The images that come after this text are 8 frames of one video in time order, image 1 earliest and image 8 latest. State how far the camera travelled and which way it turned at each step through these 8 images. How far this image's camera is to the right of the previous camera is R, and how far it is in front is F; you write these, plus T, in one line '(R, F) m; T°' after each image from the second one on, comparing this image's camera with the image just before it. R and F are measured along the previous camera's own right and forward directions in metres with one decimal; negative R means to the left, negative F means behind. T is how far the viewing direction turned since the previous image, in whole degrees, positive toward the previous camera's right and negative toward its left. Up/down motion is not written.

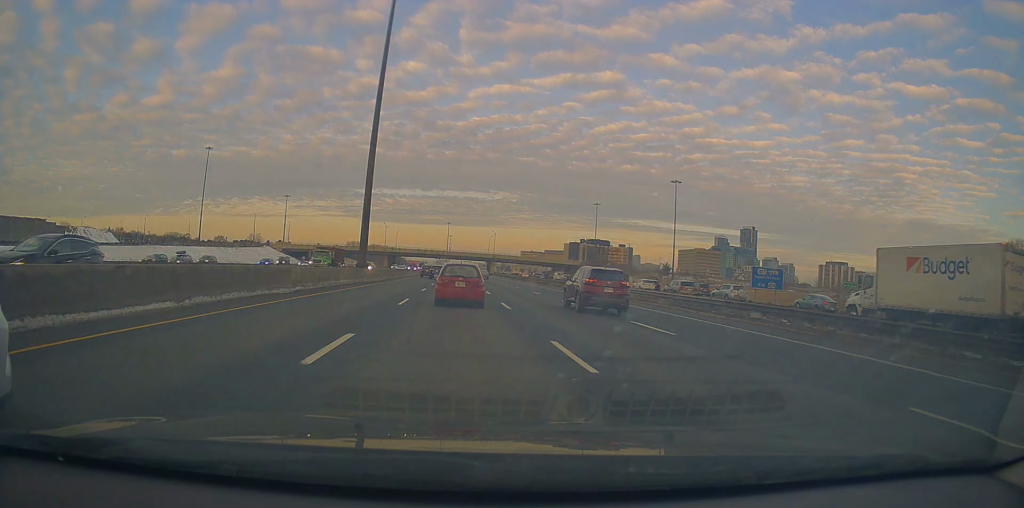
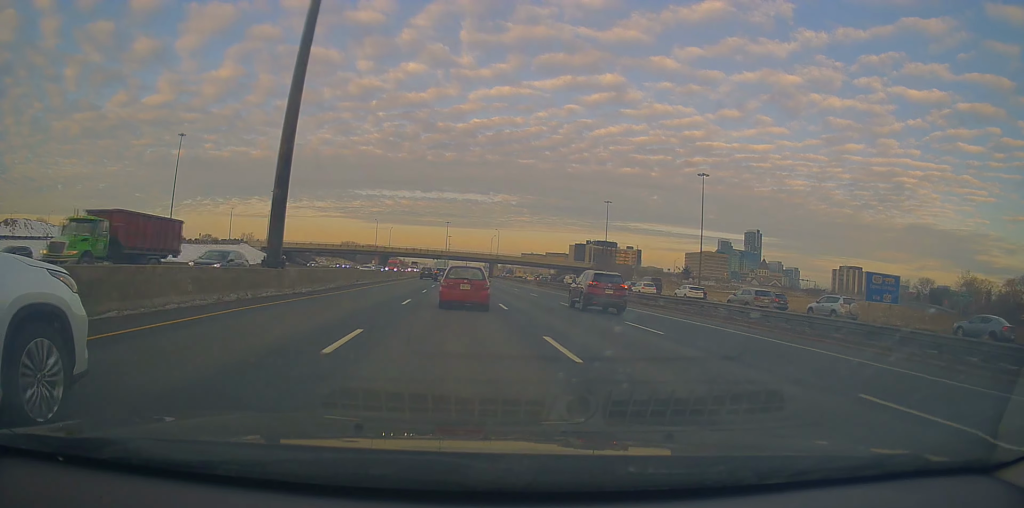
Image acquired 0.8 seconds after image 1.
(+0.2, +22.9) m; +1°
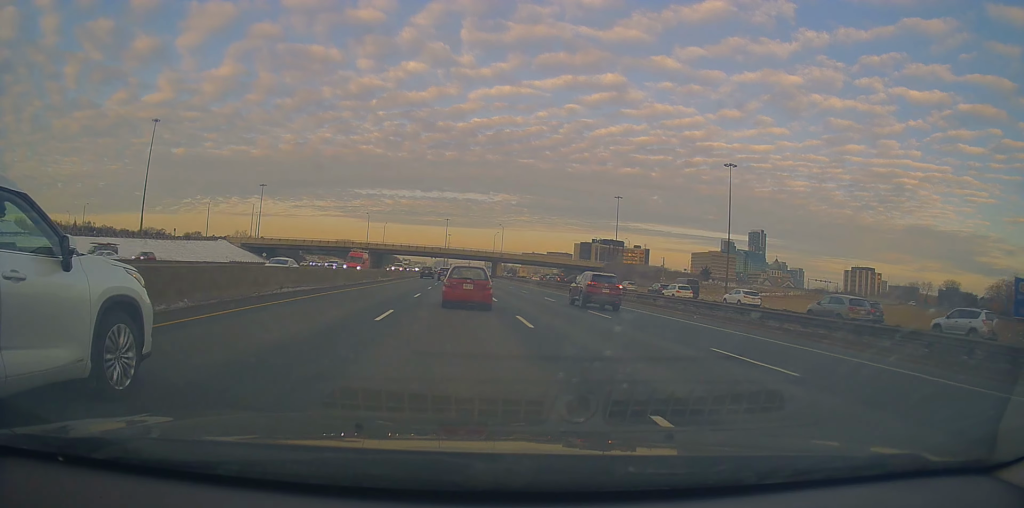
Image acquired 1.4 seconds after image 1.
(0.0, +18.4) m; 0°
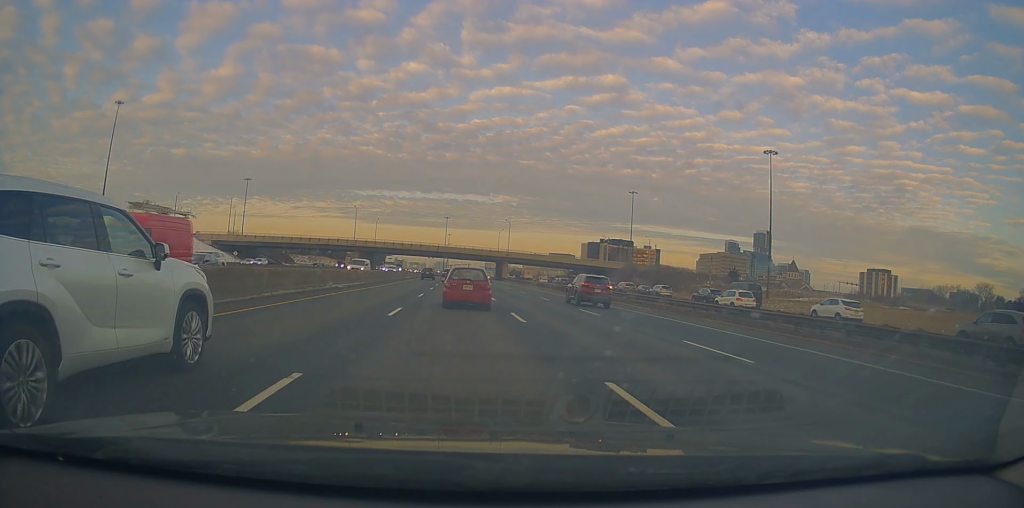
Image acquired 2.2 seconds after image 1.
(0.0, +22.0) m; 0°
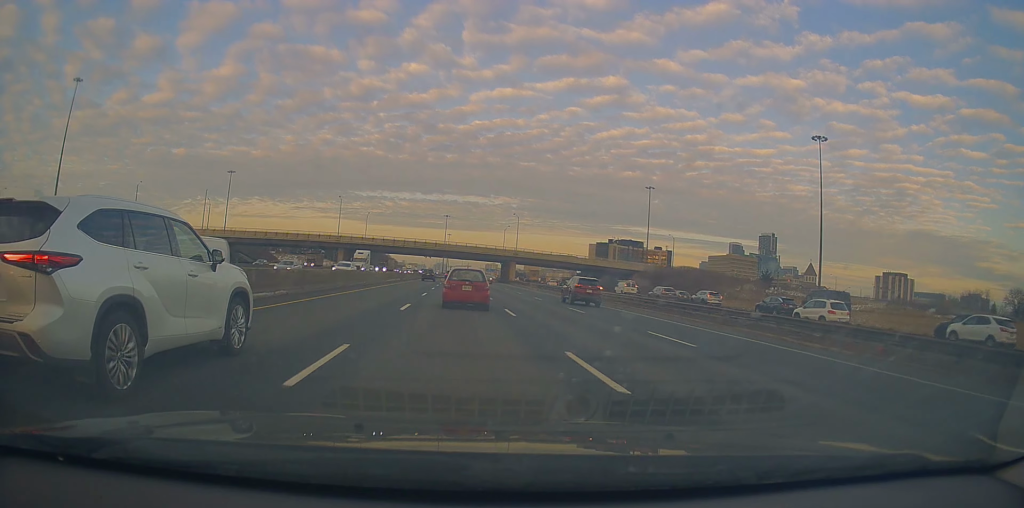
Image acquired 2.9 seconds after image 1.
(0.0, +21.0) m; 0°
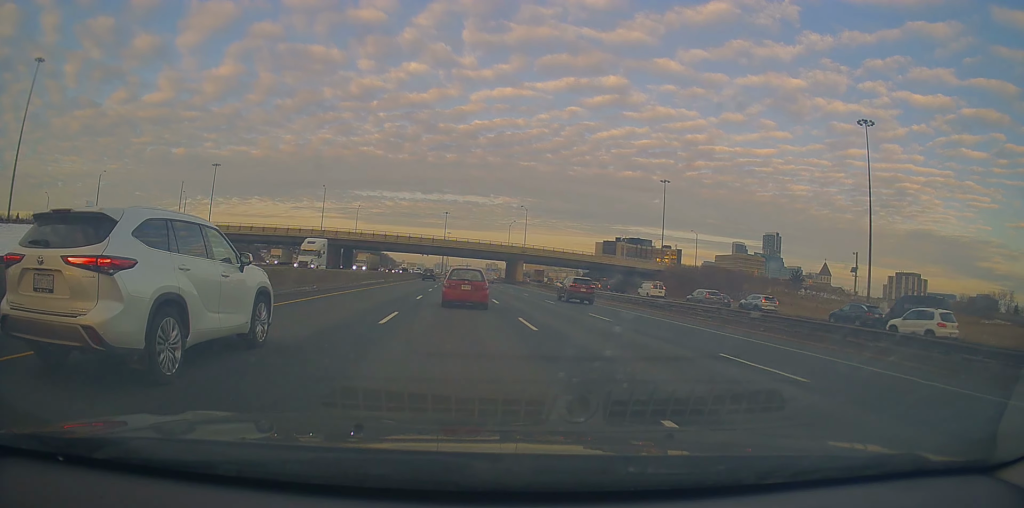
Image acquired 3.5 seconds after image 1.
(+0.1, +16.2) m; -1°
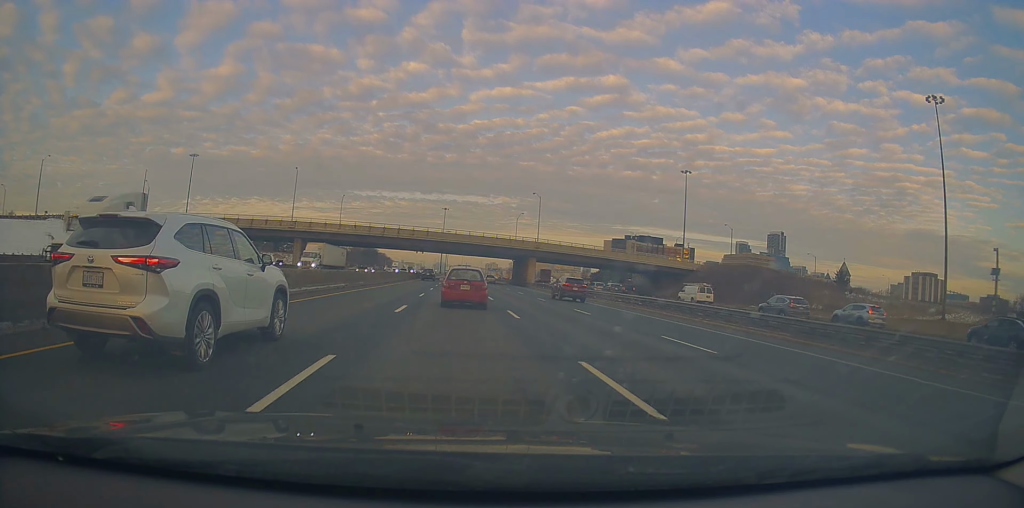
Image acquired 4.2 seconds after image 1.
(-0.3, +20.2) m; 0°
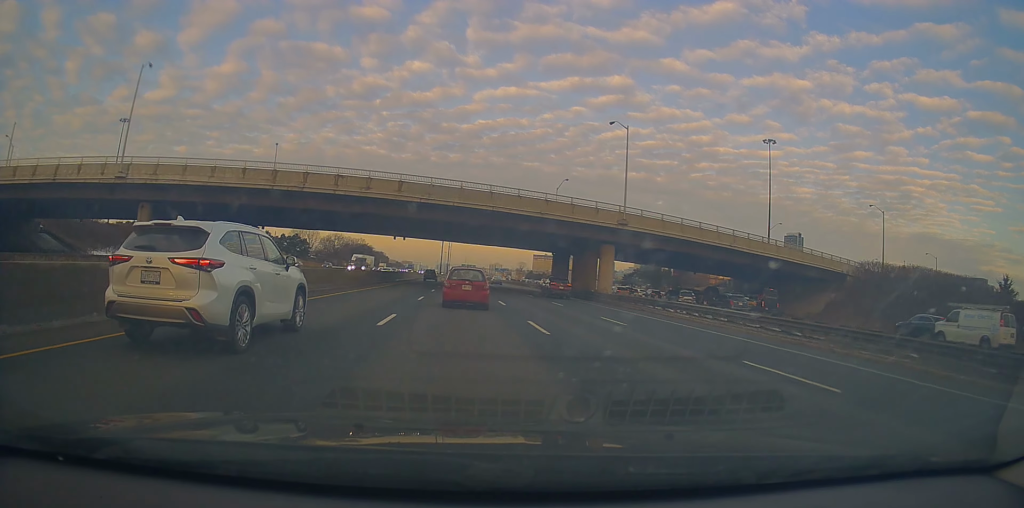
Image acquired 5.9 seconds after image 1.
(+0.5, +51.4) m; +1°
